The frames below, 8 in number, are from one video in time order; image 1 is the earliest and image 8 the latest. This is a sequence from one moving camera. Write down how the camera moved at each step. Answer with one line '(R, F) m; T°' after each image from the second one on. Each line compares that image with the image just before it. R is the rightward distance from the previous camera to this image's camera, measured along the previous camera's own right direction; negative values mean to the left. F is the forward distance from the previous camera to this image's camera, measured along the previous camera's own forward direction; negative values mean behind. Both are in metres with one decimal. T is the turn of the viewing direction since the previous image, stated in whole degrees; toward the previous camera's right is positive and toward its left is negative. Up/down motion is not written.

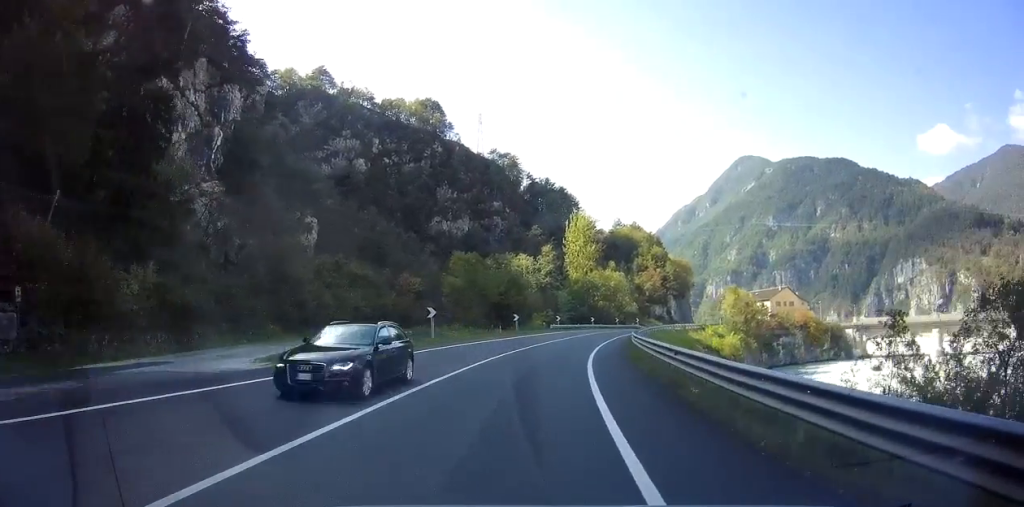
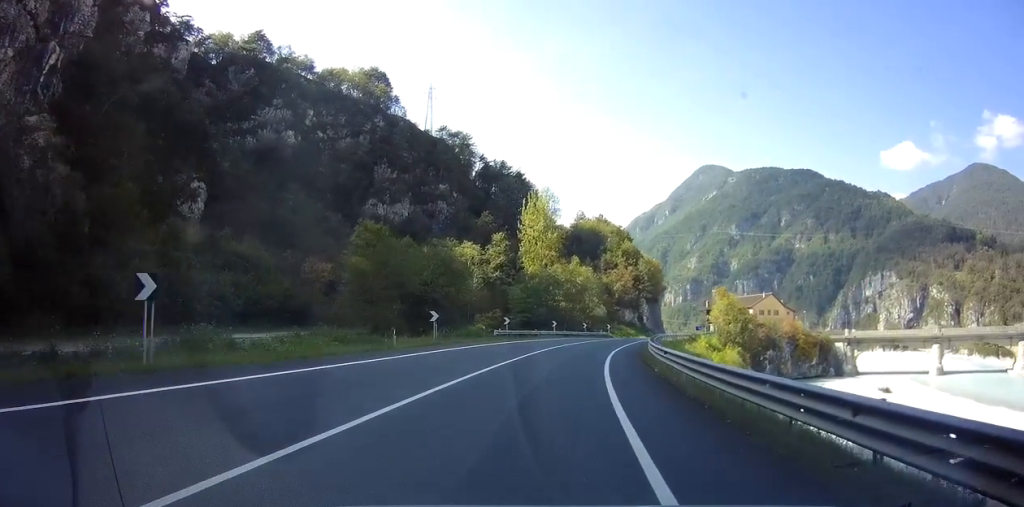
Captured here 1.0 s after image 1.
(+1.0, +21.9) m; +6°
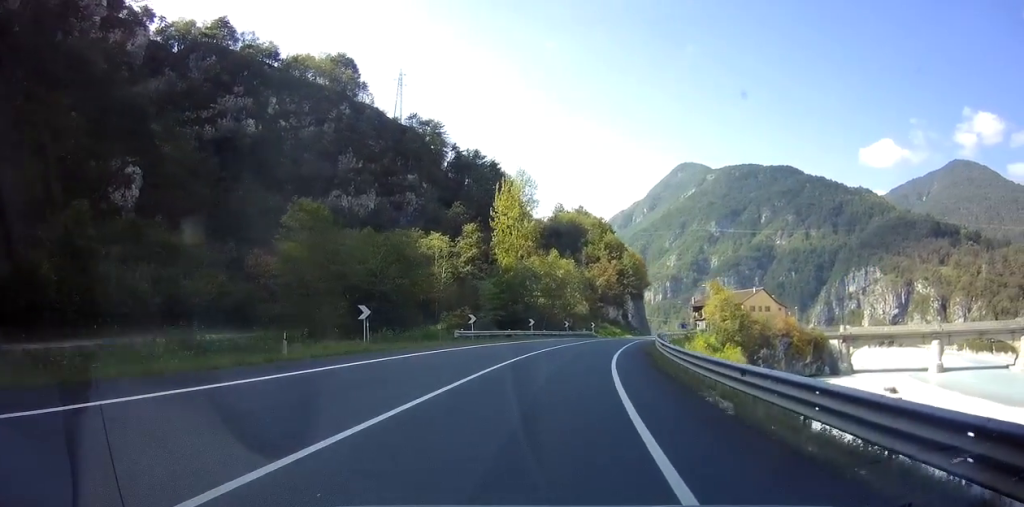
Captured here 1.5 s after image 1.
(+0.2, +9.1) m; +3°
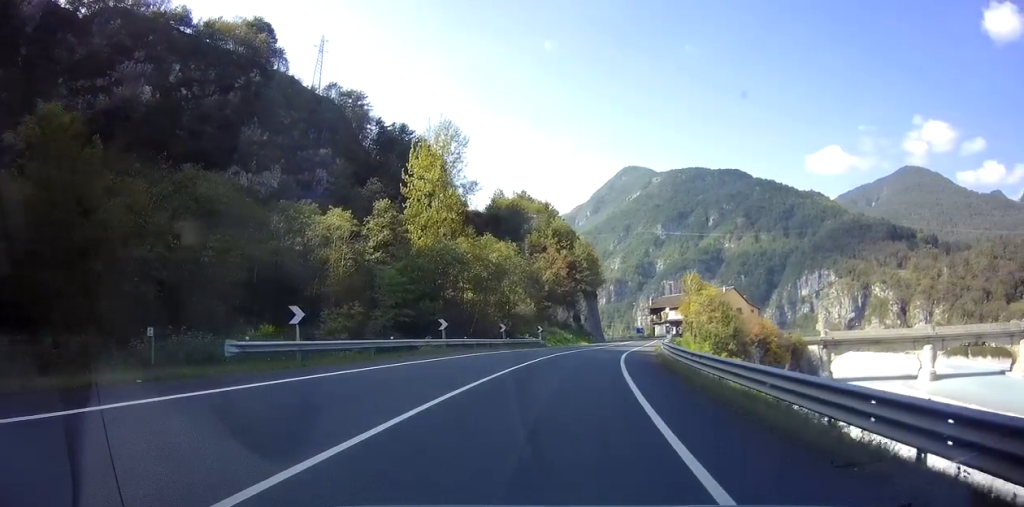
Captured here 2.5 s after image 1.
(+1.1, +21.0) m; +7°
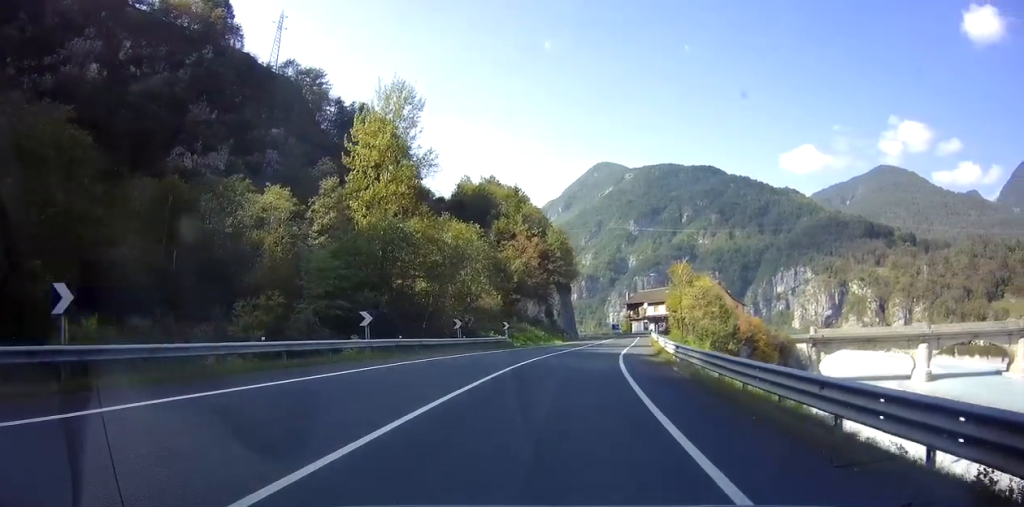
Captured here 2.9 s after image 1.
(+0.4, +9.0) m; +3°
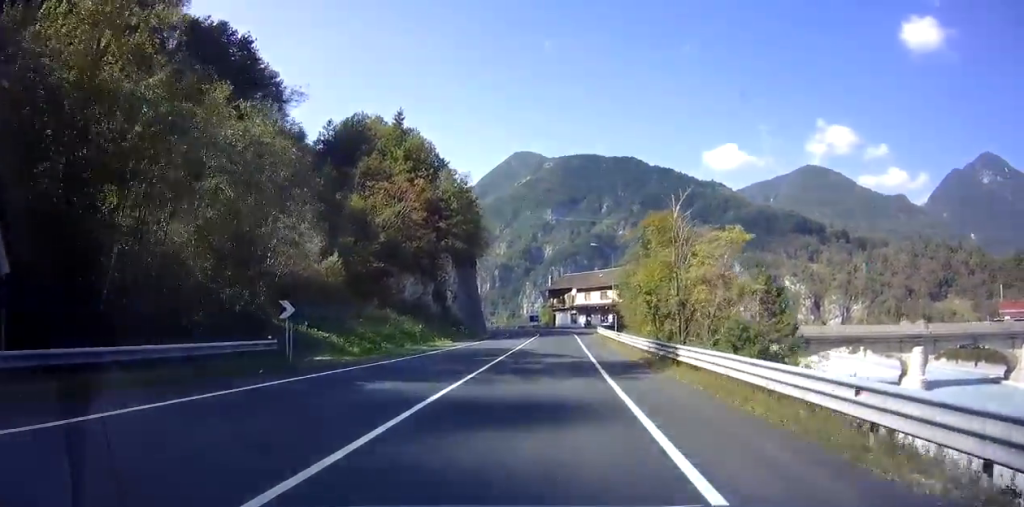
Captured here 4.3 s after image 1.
(+1.6, +27.8) m; +6°
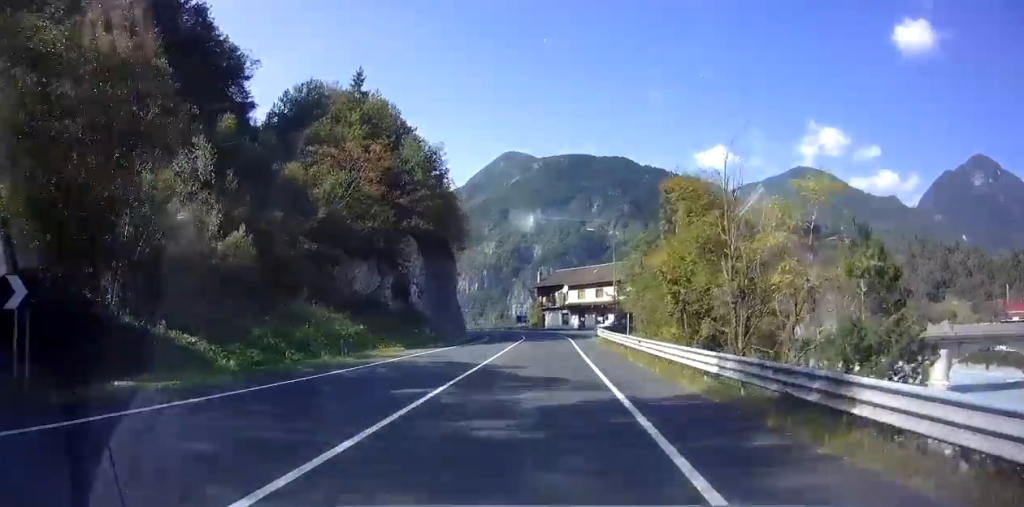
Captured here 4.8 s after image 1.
(+0.4, +10.5) m; +1°
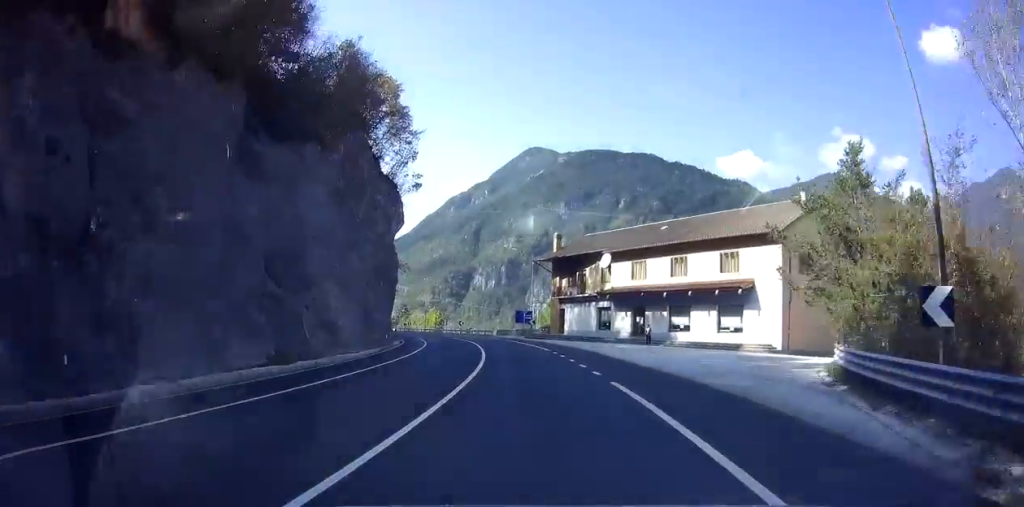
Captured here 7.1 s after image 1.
(+0.4, +44.3) m; -2°
